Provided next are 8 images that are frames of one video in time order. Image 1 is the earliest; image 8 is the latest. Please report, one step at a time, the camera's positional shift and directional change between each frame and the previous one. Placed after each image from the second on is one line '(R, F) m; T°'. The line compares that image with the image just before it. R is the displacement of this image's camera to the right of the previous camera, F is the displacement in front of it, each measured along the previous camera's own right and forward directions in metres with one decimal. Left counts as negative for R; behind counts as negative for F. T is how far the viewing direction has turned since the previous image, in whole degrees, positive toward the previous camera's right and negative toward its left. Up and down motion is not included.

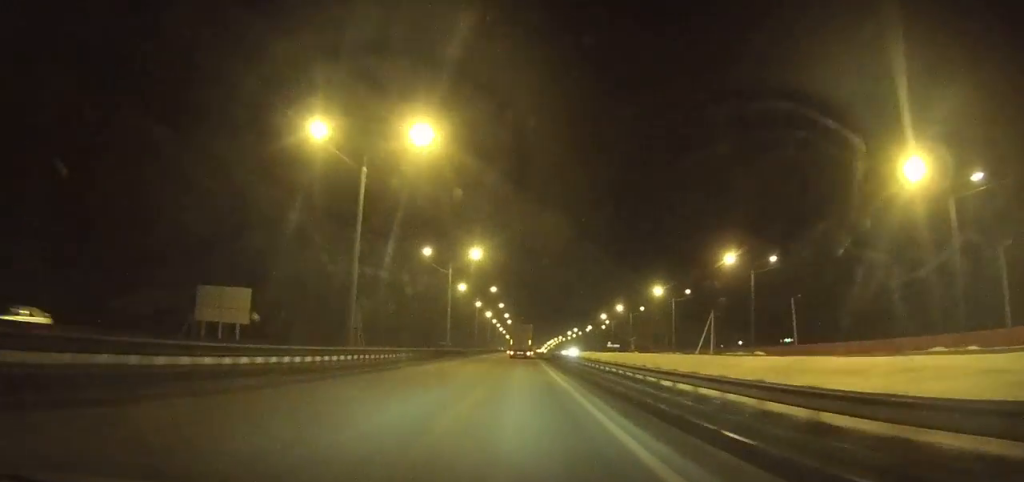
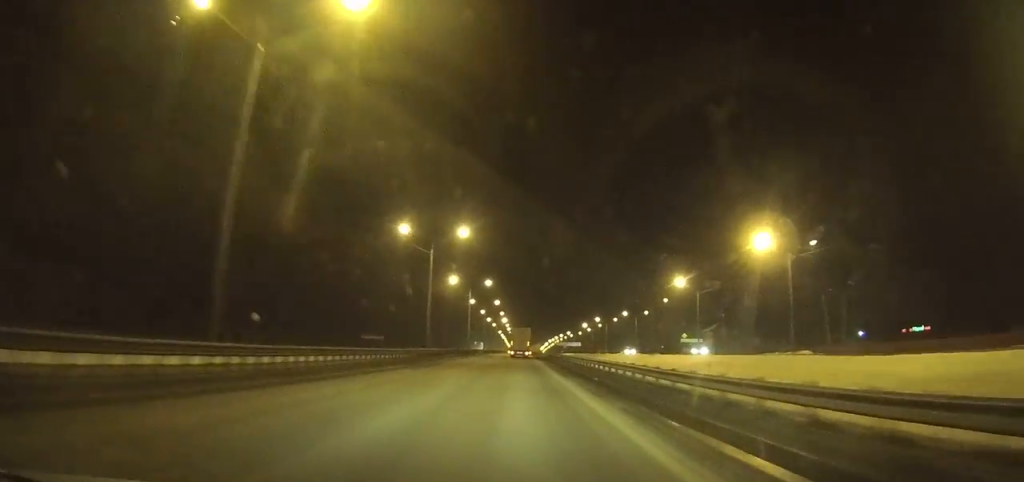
(-0.3, +93.3) m; 0°
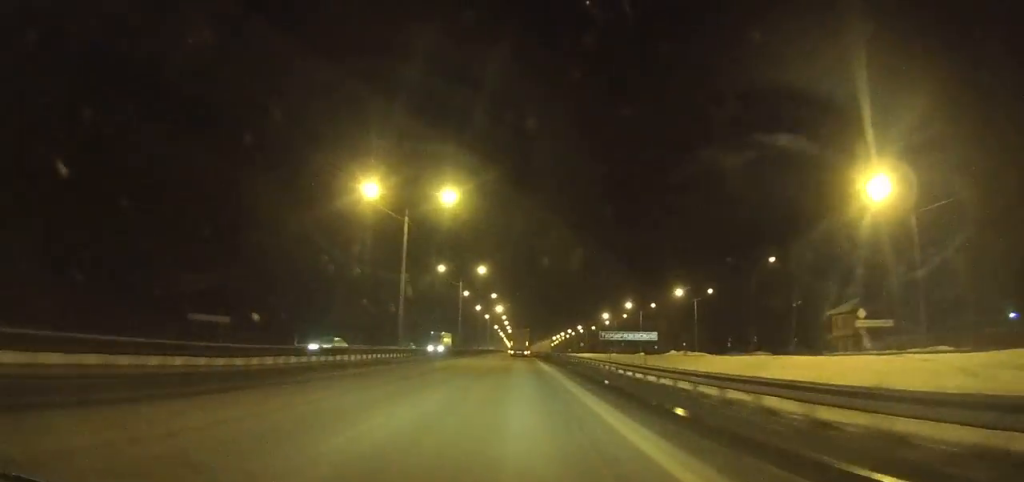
(0.0, +55.3) m; 0°
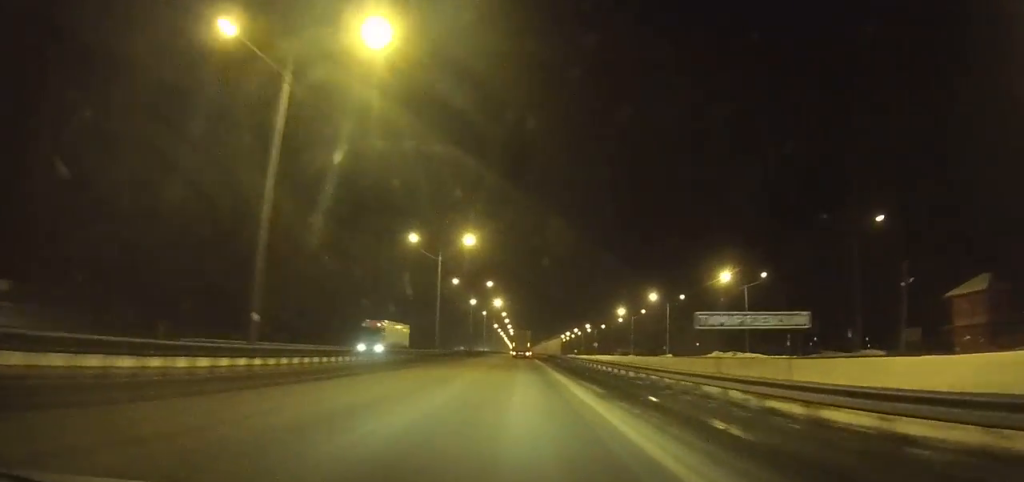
(0.0, +24.1) m; 0°
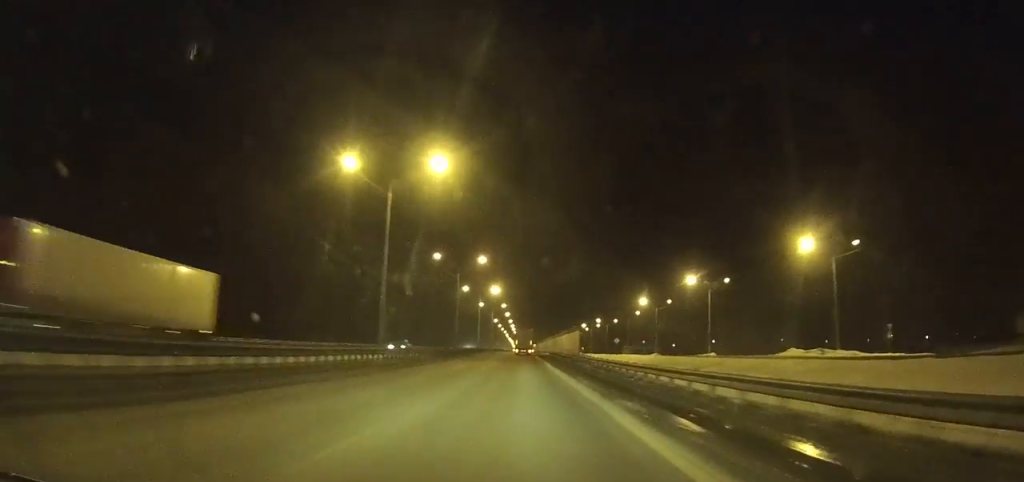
(-0.1, +24.4) m; 0°
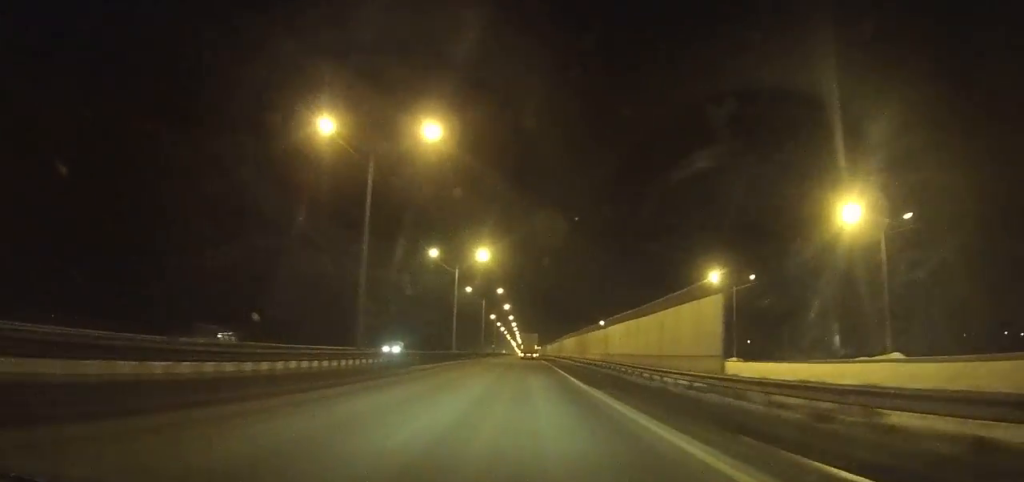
(-0.1, +47.1) m; 0°
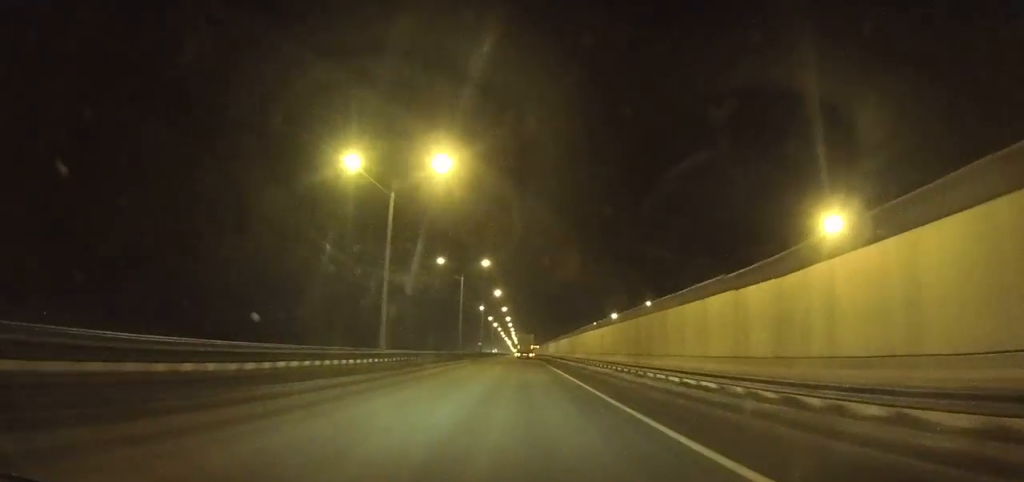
(+0.2, +34.4) m; 0°
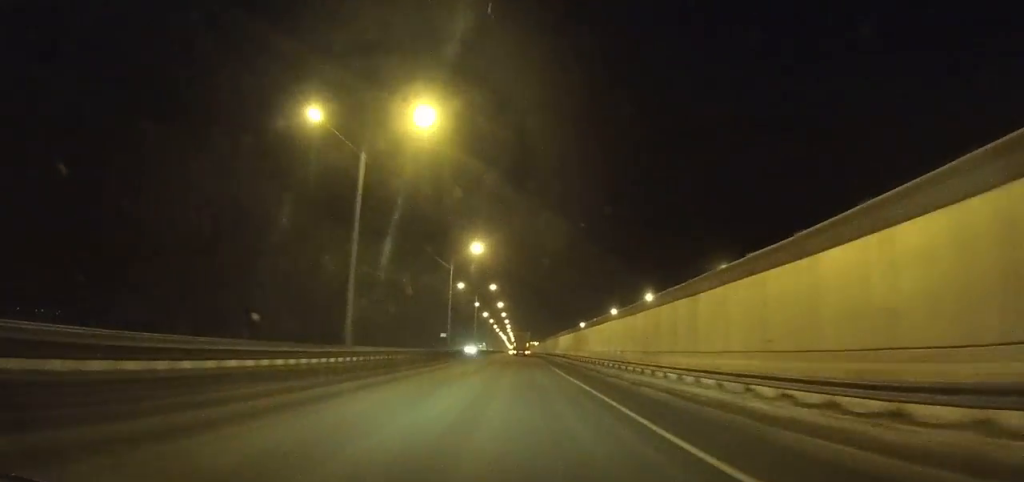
(0.0, +48.5) m; 0°
